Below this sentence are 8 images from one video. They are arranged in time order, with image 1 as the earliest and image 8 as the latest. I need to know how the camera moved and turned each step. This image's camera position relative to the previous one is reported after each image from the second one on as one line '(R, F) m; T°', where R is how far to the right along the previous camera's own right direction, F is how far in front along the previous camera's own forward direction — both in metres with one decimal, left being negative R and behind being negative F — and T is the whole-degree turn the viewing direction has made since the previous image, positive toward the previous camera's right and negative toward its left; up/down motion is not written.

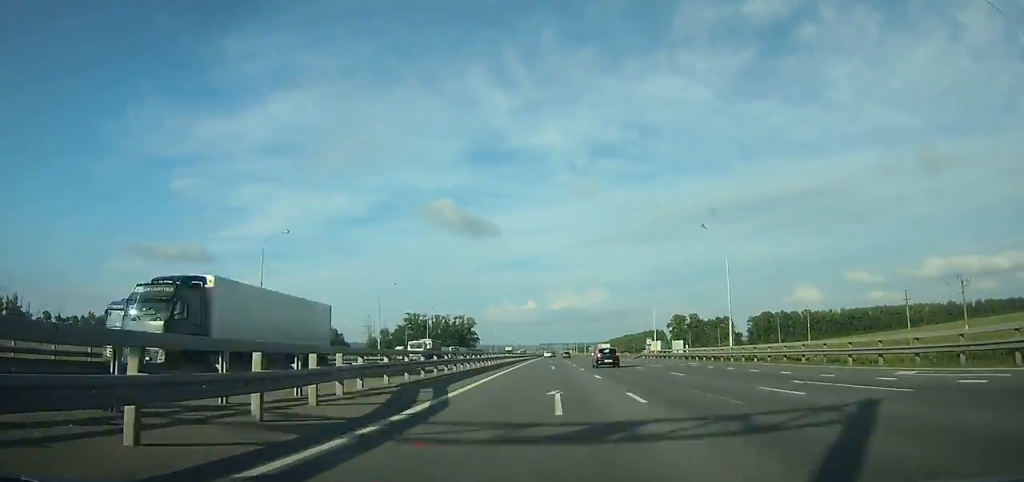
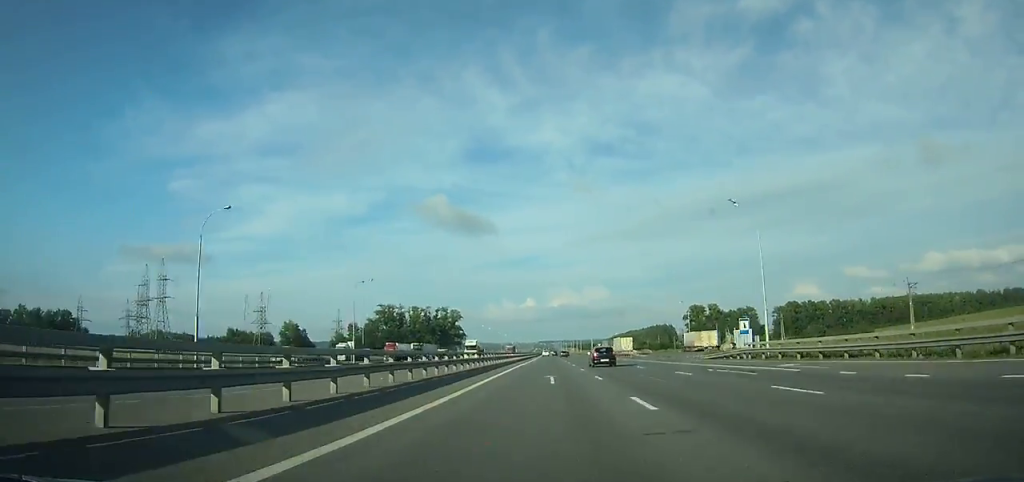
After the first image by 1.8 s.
(0.0, +49.1) m; 0°
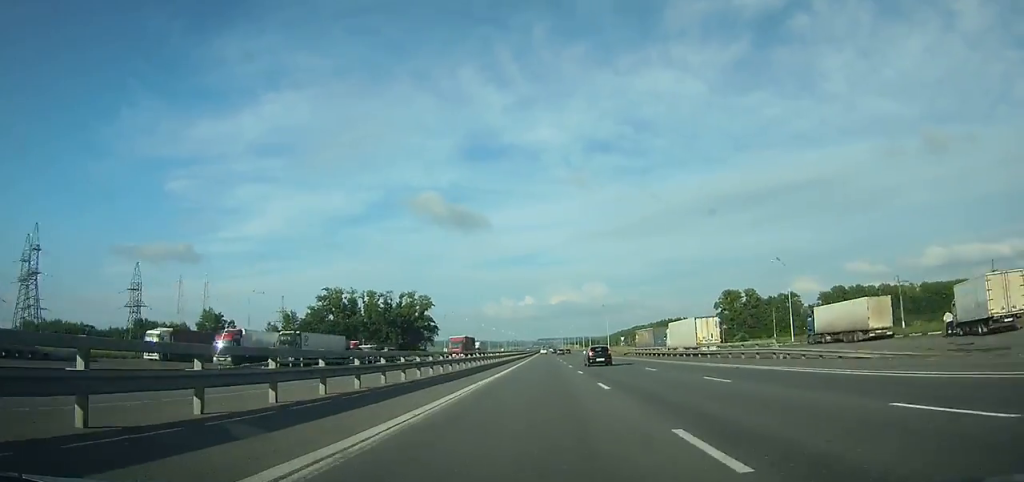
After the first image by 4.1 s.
(+0.1, +63.7) m; 0°
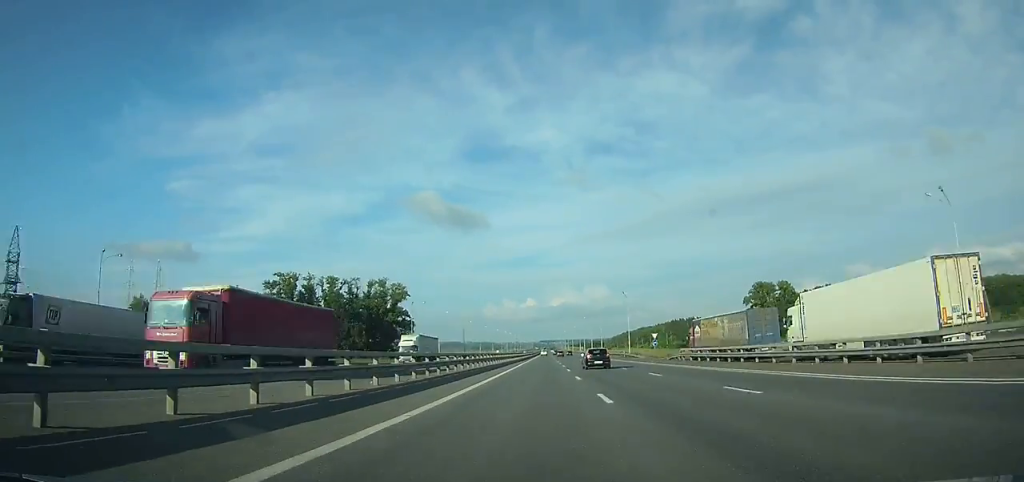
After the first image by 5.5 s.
(-0.1, +39.9) m; 0°
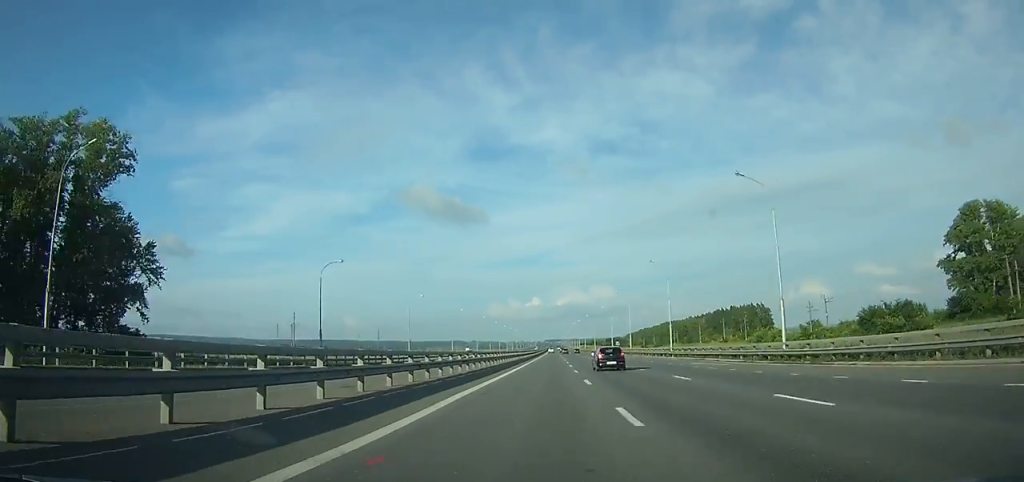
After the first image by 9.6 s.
(-0.5, +120.4) m; 0°
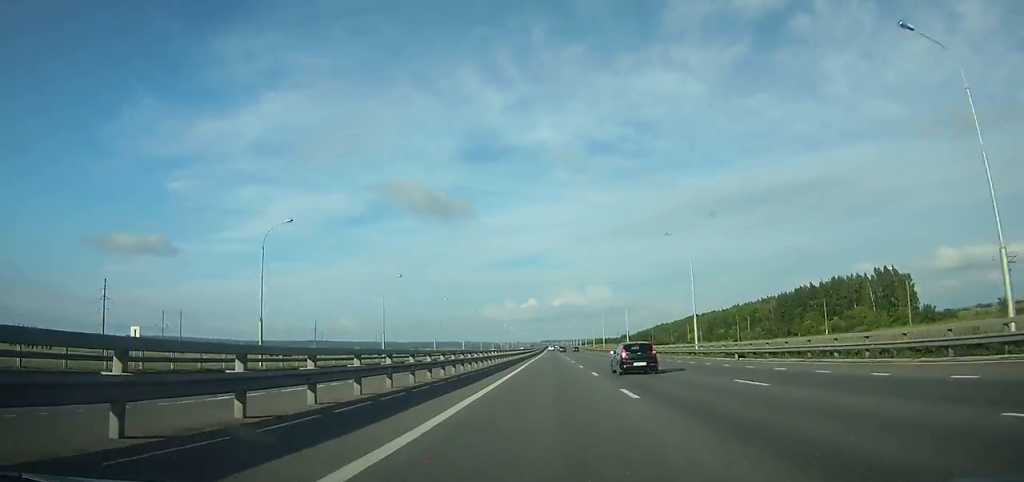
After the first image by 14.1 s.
(0.0, +145.3) m; 0°
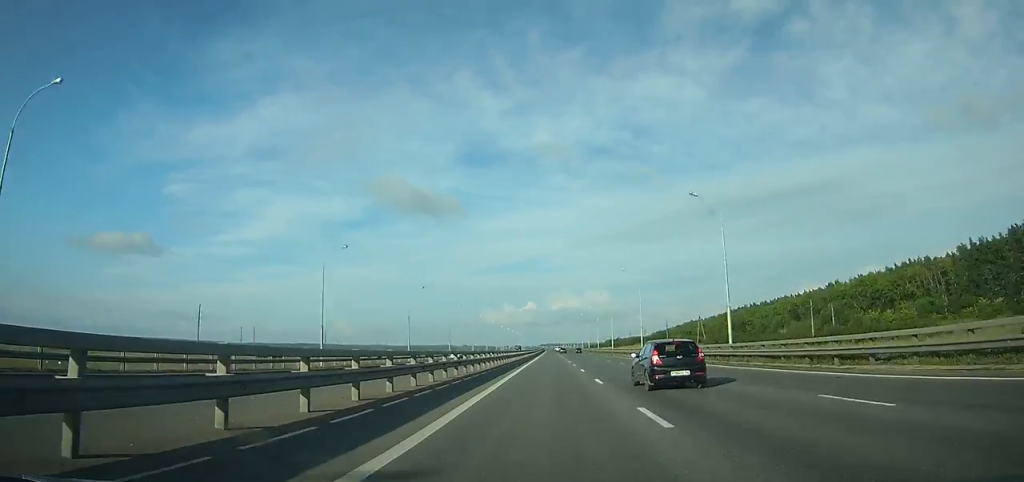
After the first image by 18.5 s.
(+0.2, +160.4) m; 0°
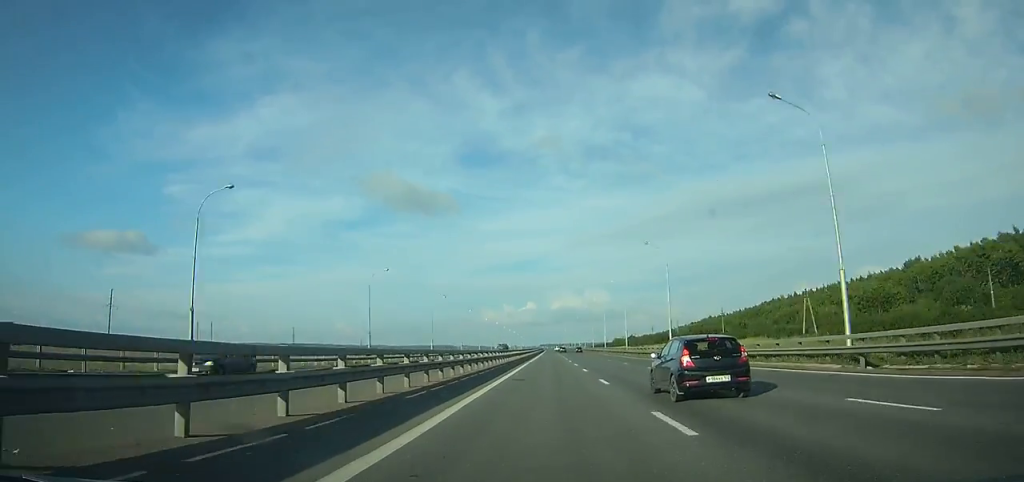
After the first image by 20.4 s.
(-0.2, +76.2) m; 0°
